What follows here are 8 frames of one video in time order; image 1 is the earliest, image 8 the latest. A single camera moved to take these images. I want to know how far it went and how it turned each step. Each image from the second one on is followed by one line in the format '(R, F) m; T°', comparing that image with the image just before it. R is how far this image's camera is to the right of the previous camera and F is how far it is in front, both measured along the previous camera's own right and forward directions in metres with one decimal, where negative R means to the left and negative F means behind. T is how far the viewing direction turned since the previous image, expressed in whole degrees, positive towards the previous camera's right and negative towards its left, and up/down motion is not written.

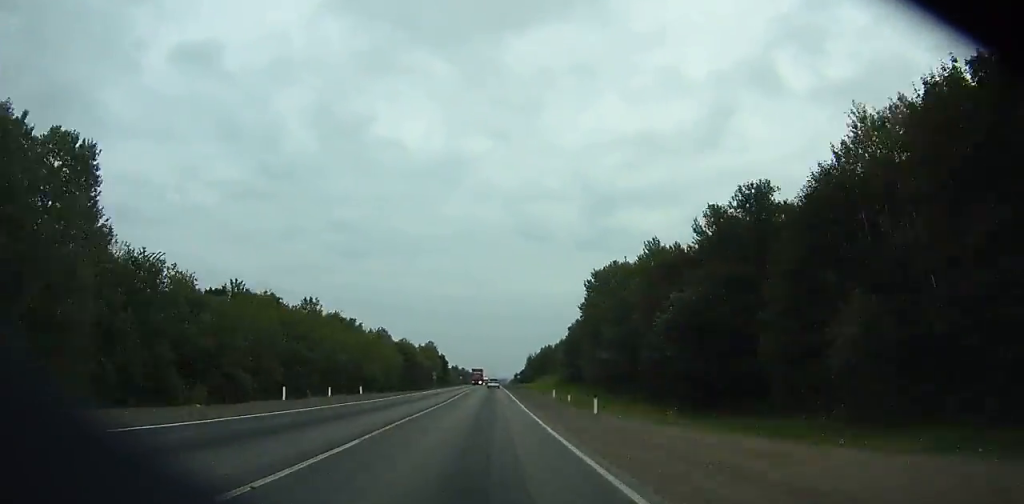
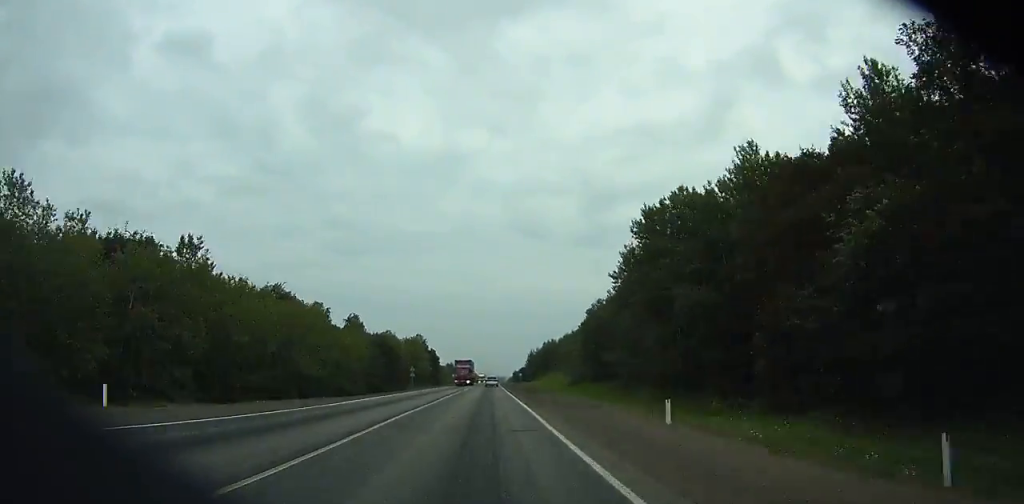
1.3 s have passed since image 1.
(0.0, +28.8) m; 0°
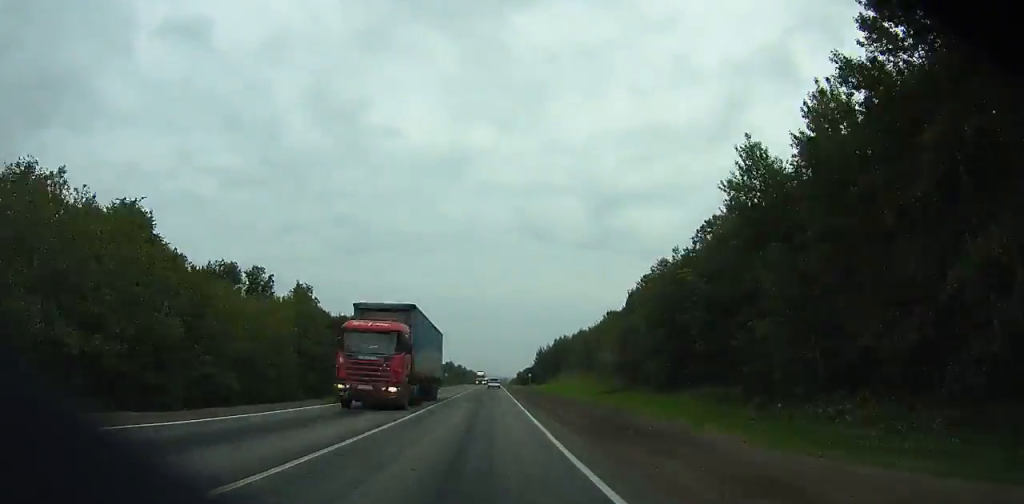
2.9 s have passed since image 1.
(+0.2, +35.8) m; 0°
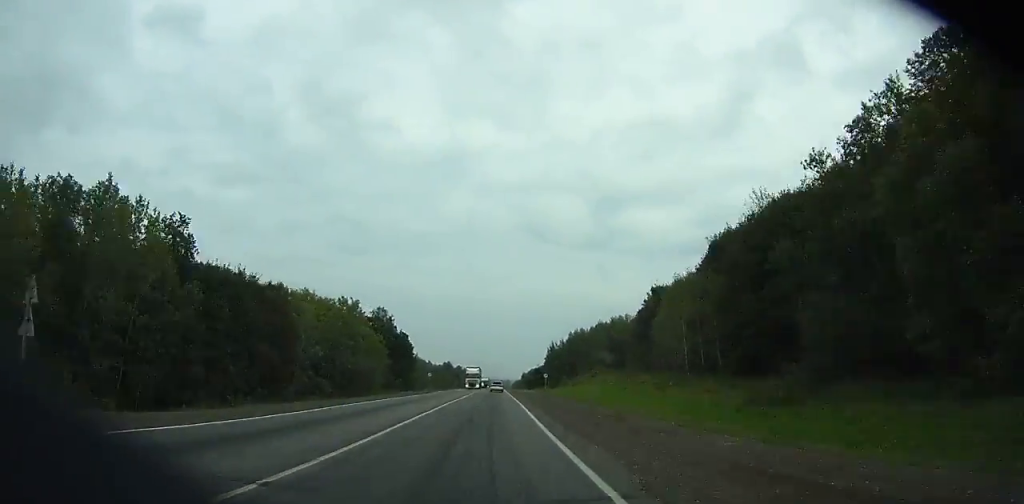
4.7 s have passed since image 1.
(+0.1, +40.5) m; 0°
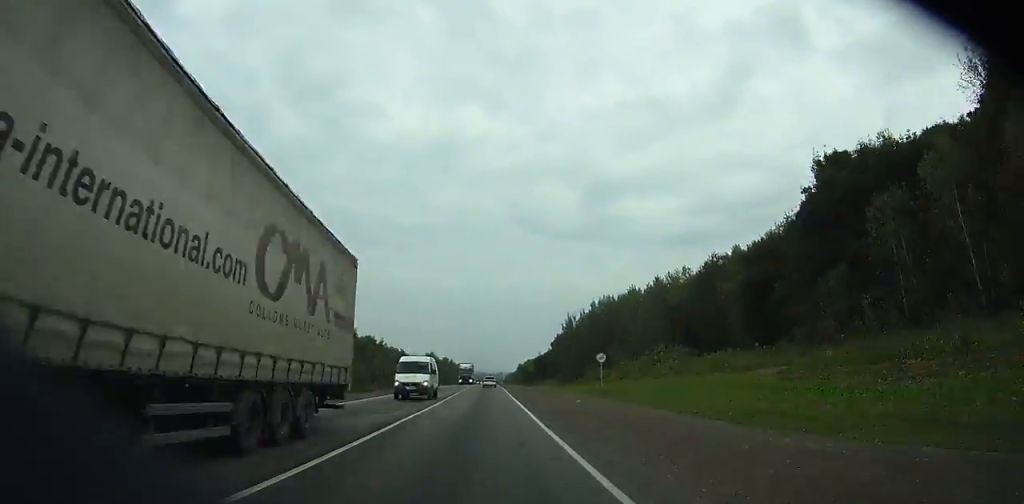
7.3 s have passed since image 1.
(-0.1, +58.8) m; 0°
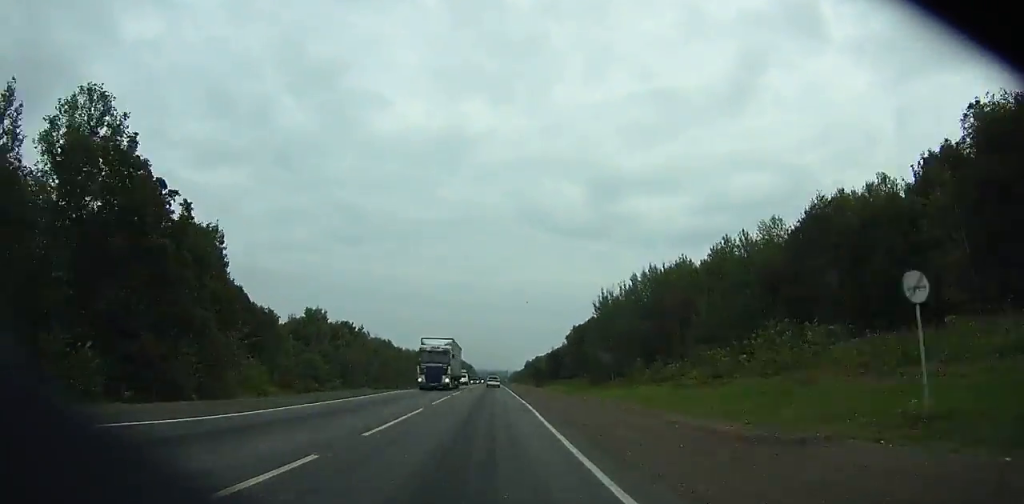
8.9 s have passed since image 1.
(+0.1, +36.2) m; 0°
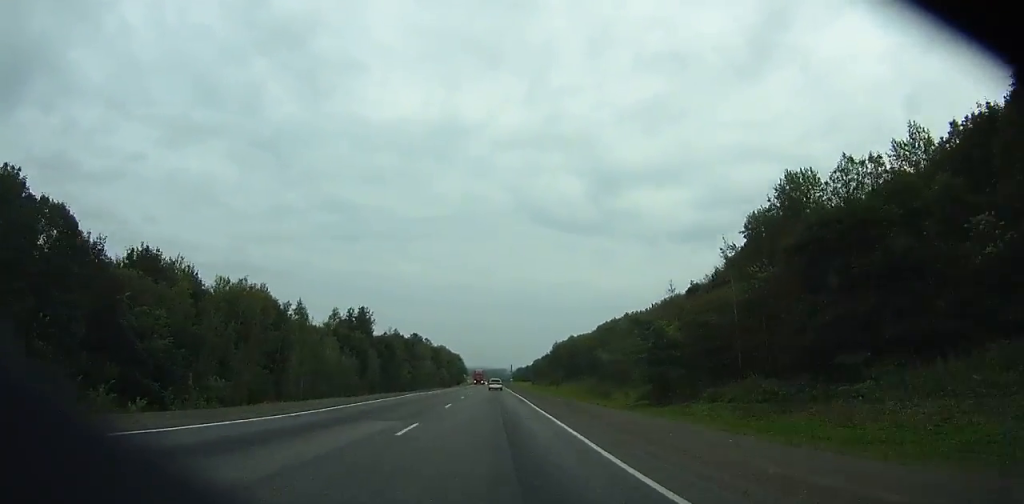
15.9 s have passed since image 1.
(0.0, +159.2) m; 0°
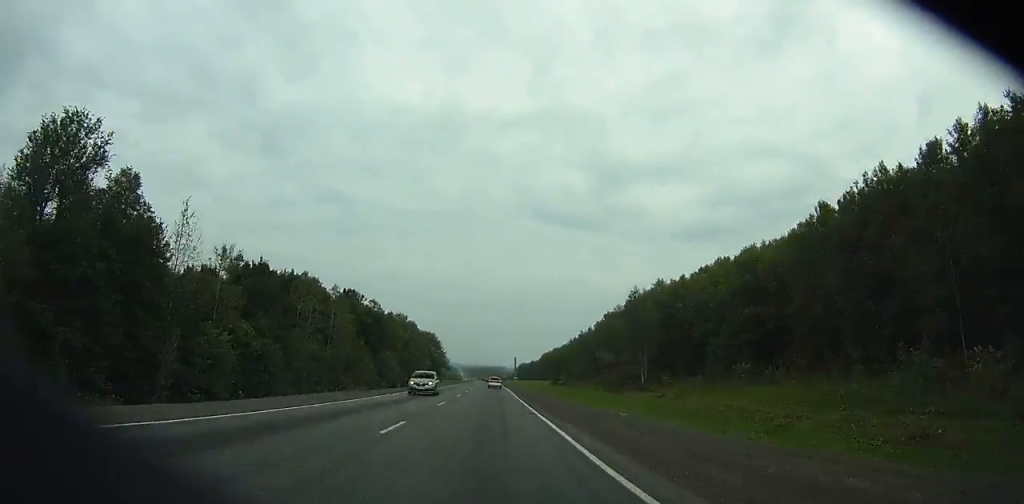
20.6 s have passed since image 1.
(+0.4, +107.1) m; 0°
